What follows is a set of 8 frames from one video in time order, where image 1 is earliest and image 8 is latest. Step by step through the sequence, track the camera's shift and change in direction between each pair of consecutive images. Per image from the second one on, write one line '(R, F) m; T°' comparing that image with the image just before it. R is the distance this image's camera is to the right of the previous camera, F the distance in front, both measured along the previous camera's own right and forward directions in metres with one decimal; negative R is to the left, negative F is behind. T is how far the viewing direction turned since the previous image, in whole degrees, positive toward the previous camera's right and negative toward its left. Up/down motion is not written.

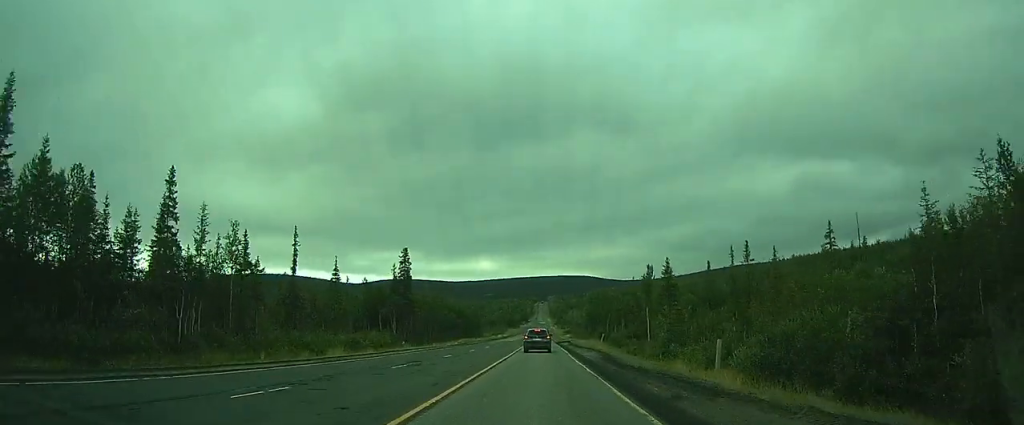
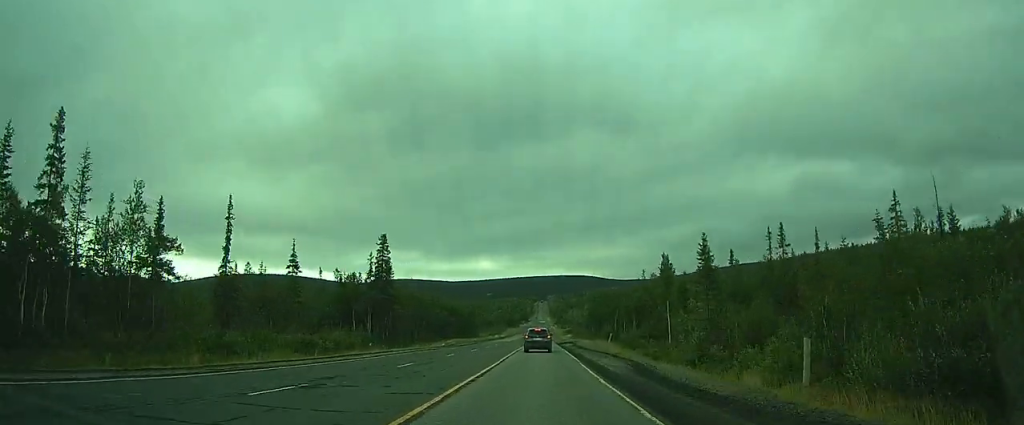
(0.0, +11.0) m; 0°
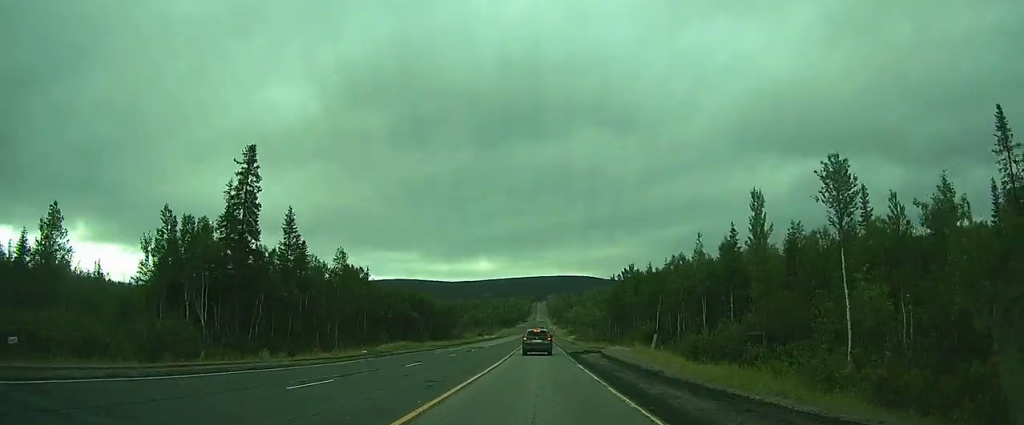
(+0.1, +32.3) m; 0°
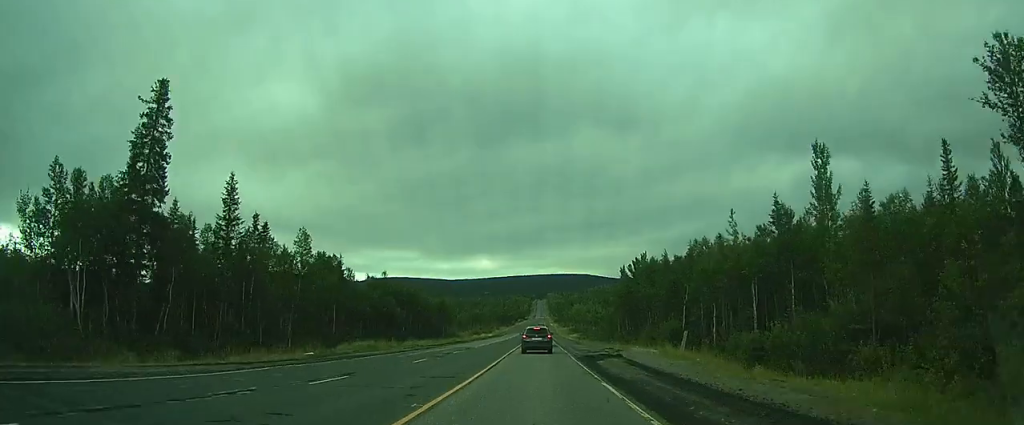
(0.0, +10.1) m; 0°
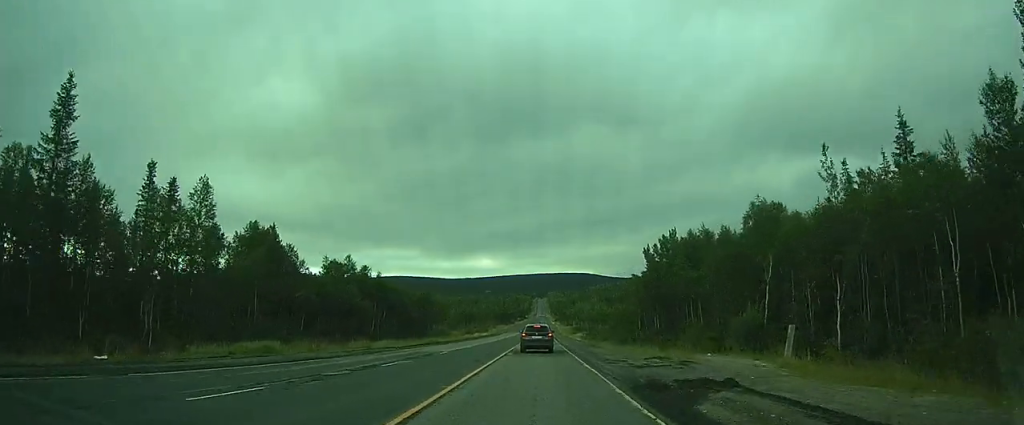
(+0.2, +17.1) m; 0°
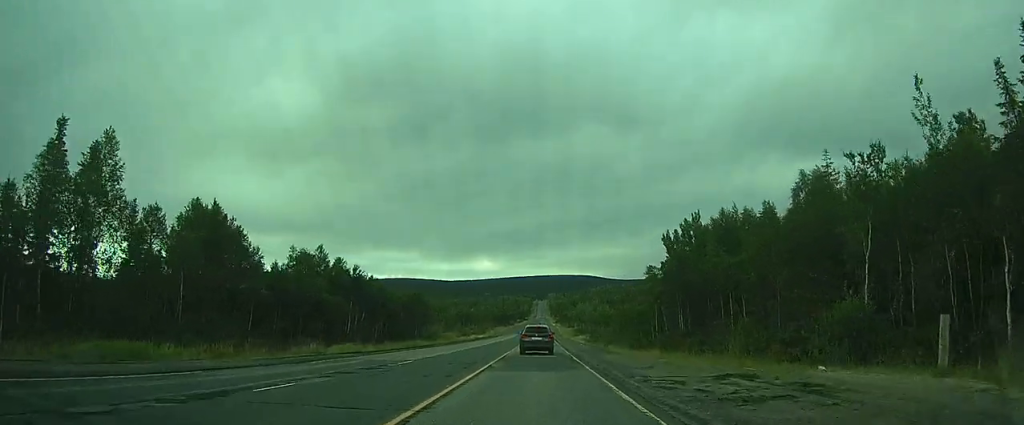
(0.0, +9.7) m; 0°
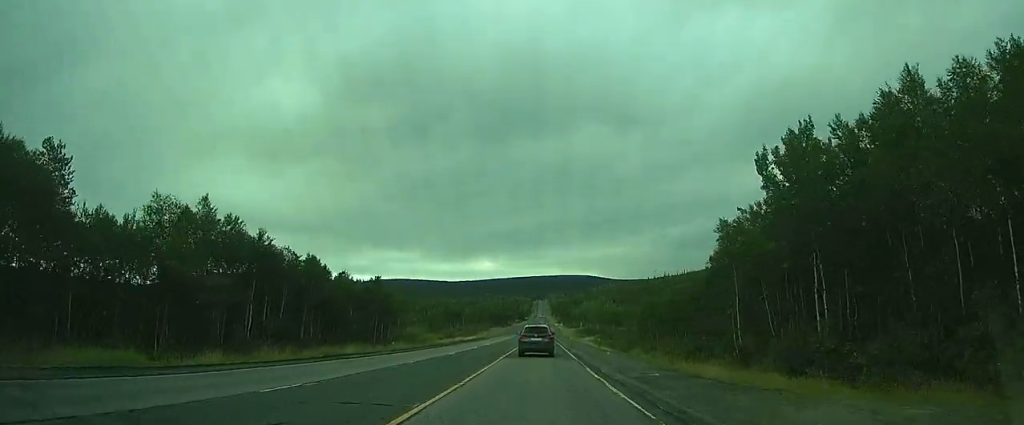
(-0.1, +25.2) m; 0°
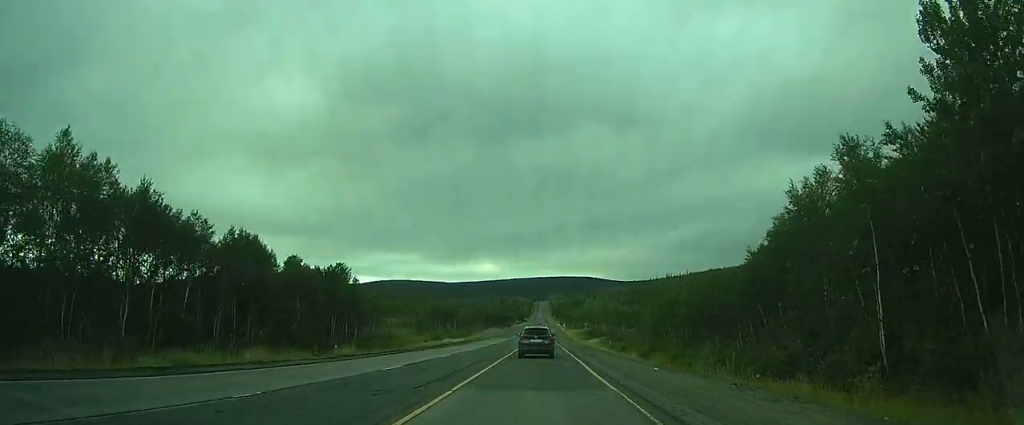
(0.0, +16.1) m; 0°
